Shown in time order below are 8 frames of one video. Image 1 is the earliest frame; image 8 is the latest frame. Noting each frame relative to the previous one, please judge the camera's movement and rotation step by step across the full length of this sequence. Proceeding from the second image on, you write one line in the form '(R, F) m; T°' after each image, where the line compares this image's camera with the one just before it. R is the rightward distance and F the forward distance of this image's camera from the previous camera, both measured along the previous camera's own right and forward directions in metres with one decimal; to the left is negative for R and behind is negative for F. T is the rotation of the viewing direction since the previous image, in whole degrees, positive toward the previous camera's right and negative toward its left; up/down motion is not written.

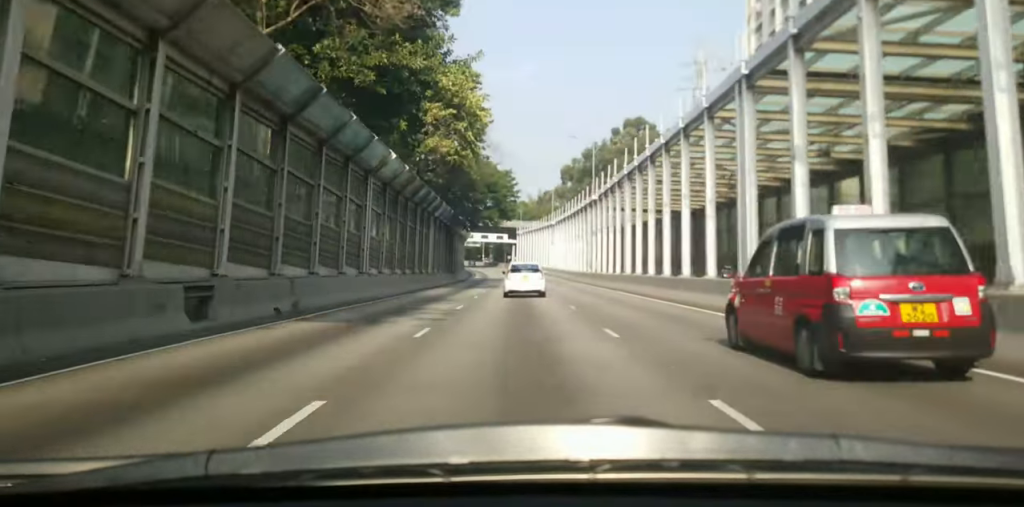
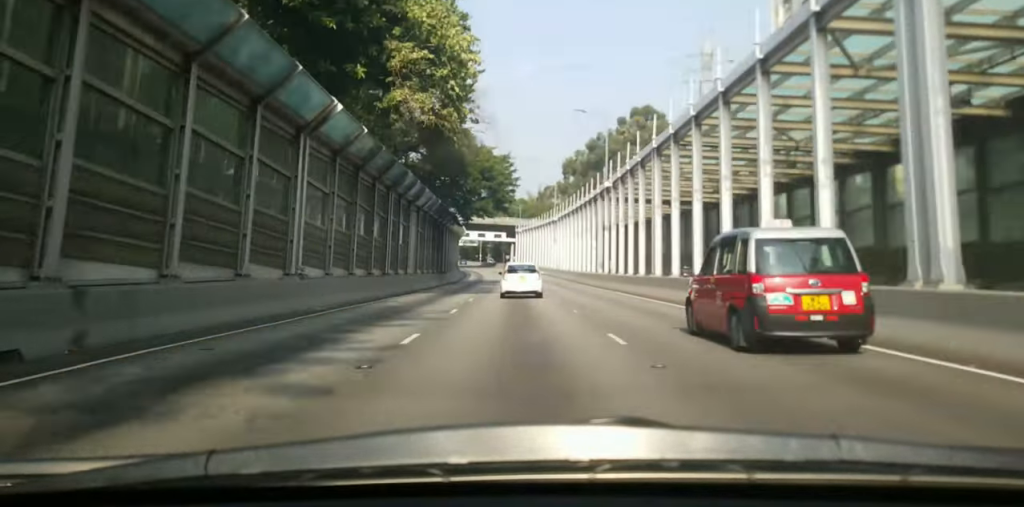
(+0.5, +11.1) m; +2°
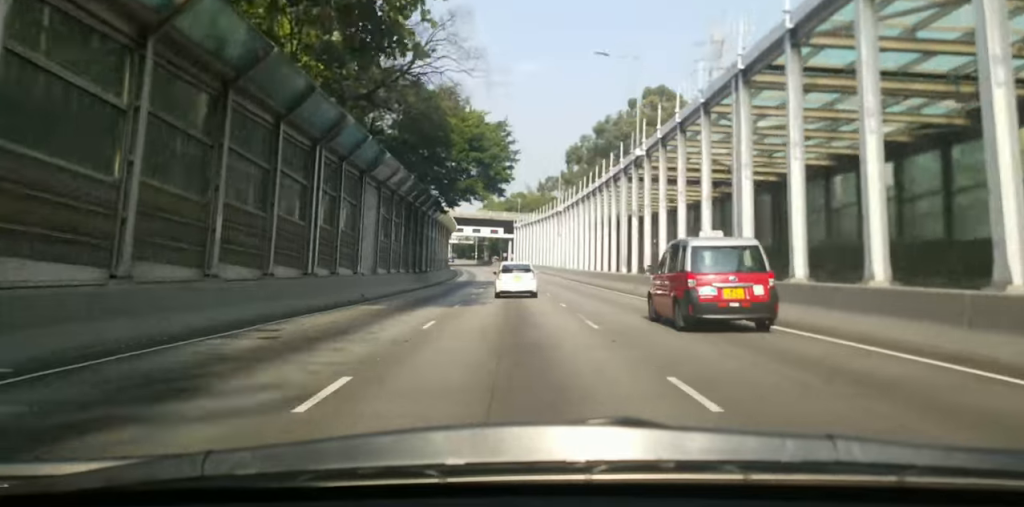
(+0.4, +14.5) m; +1°
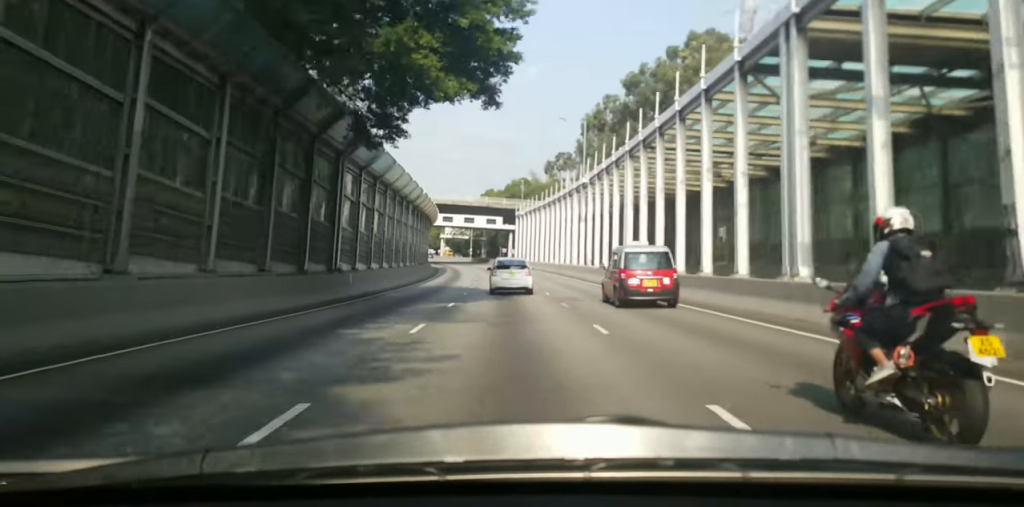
(-0.6, +29.7) m; -2°
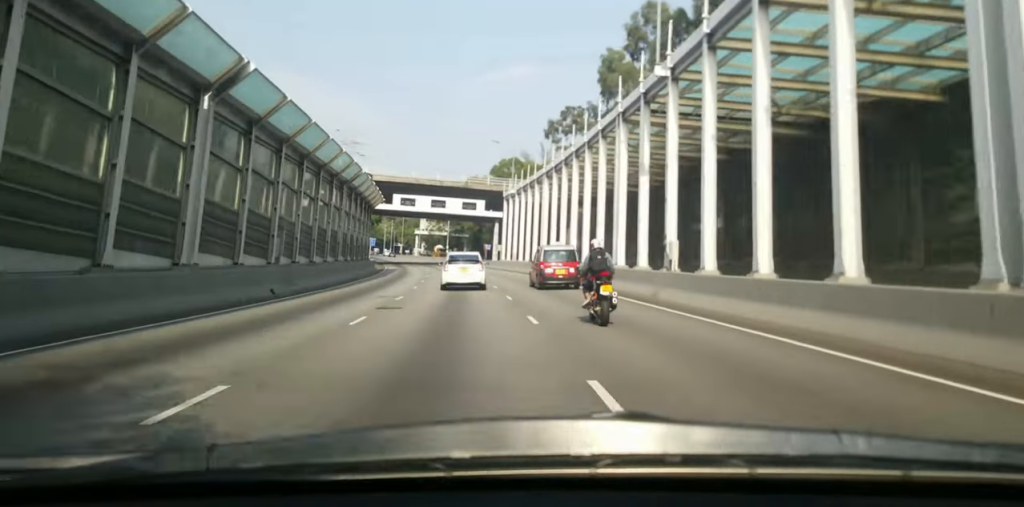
(+0.3, +35.2) m; +1°
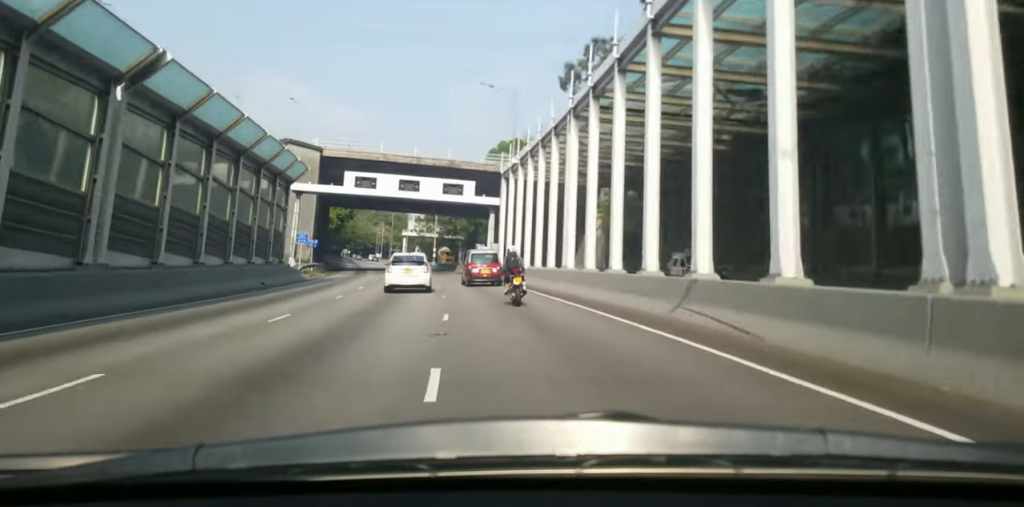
(-0.3, +25.9) m; -2°
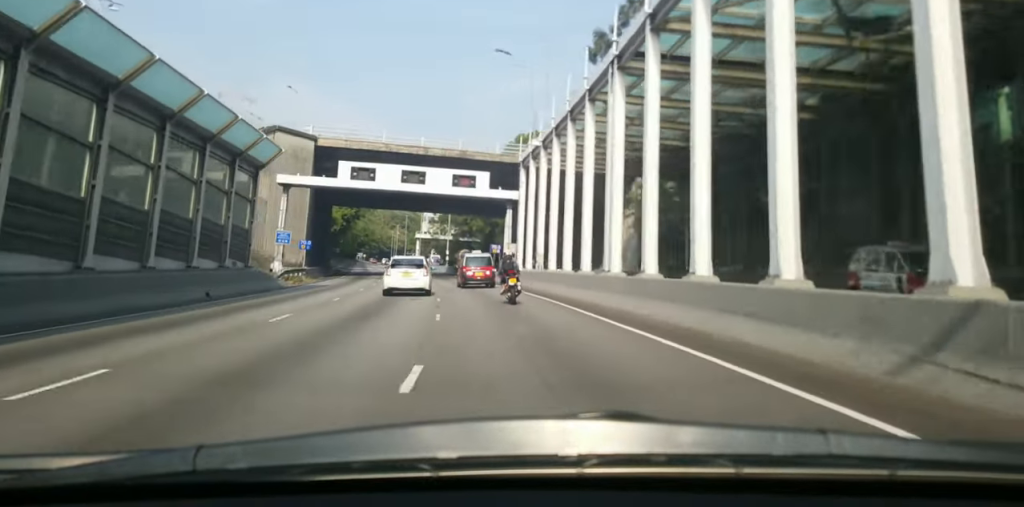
(0.0, +8.4) m; -1°
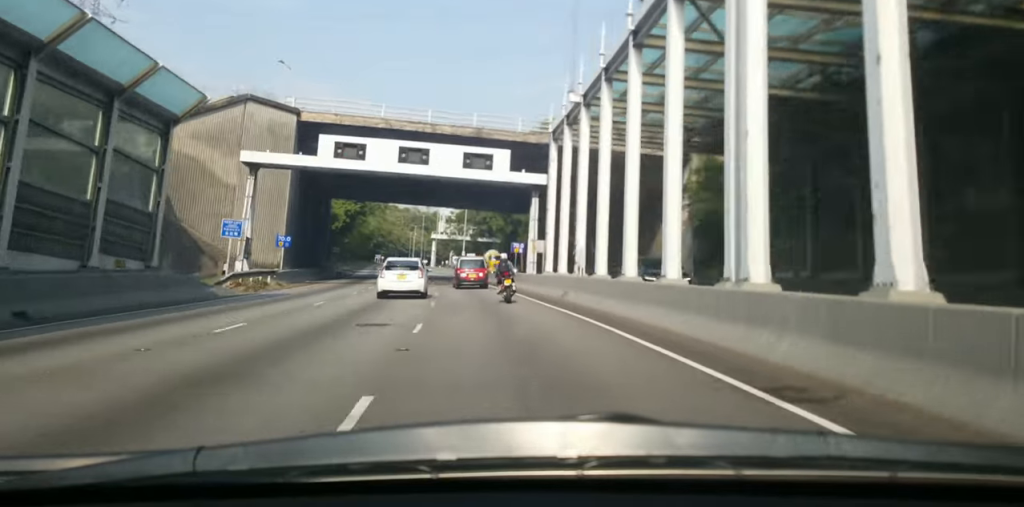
(-0.2, +11.0) m; -2°
